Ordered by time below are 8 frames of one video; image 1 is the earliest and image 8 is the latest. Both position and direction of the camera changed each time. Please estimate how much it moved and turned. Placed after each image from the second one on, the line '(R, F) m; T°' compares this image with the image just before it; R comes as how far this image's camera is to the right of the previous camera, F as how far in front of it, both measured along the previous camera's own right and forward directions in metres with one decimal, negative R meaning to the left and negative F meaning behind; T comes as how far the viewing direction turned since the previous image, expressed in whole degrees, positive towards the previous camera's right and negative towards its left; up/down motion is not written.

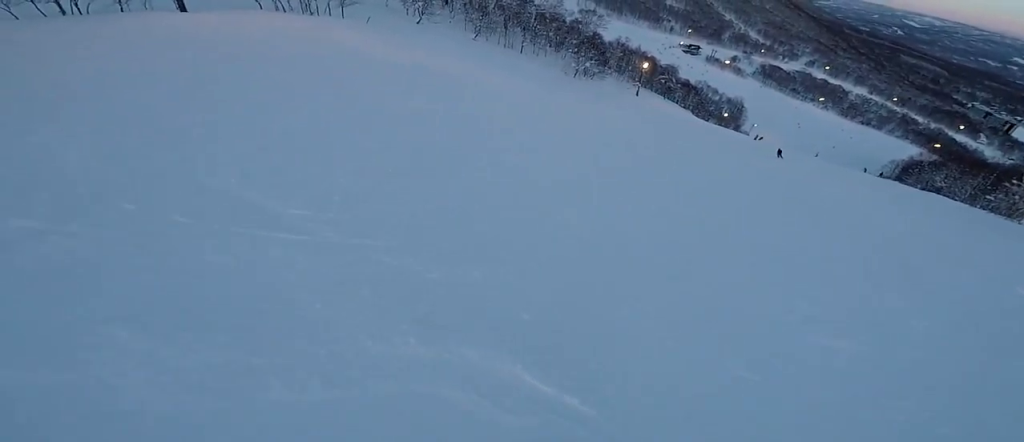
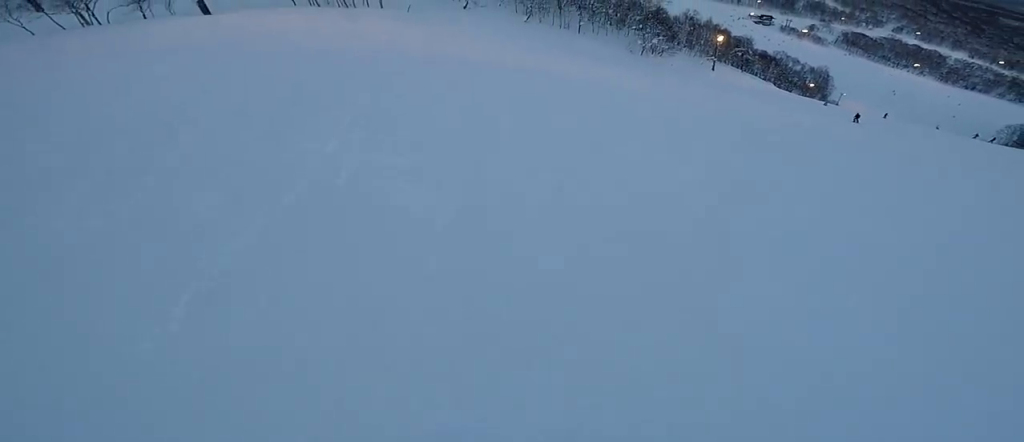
(+0.1, +5.3) m; +12°
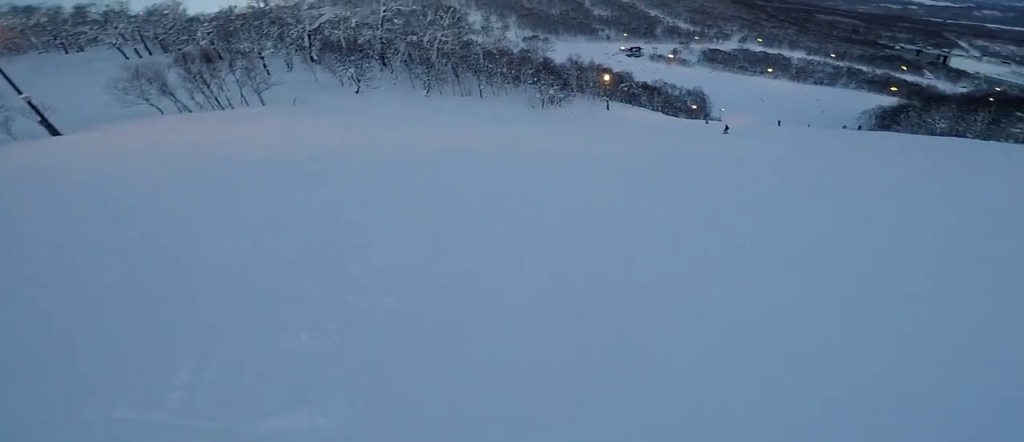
(+0.3, +2.5) m; +10°
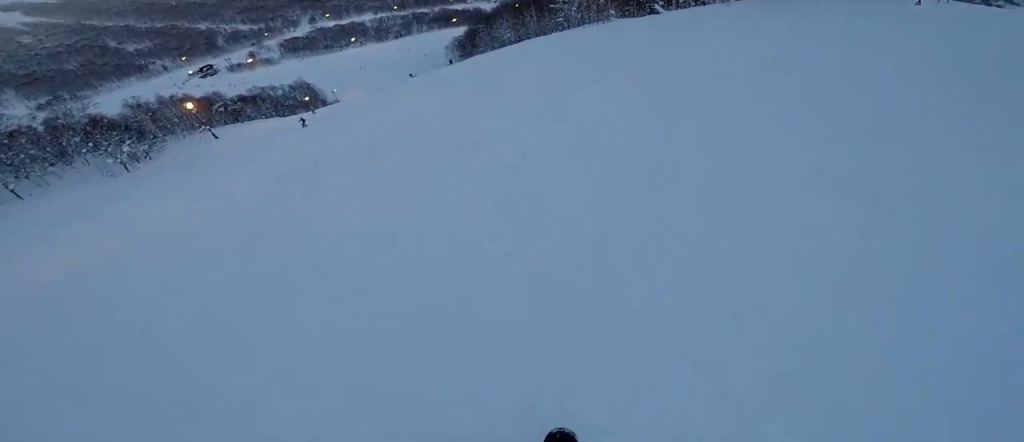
(+0.9, +5.6) m; +31°
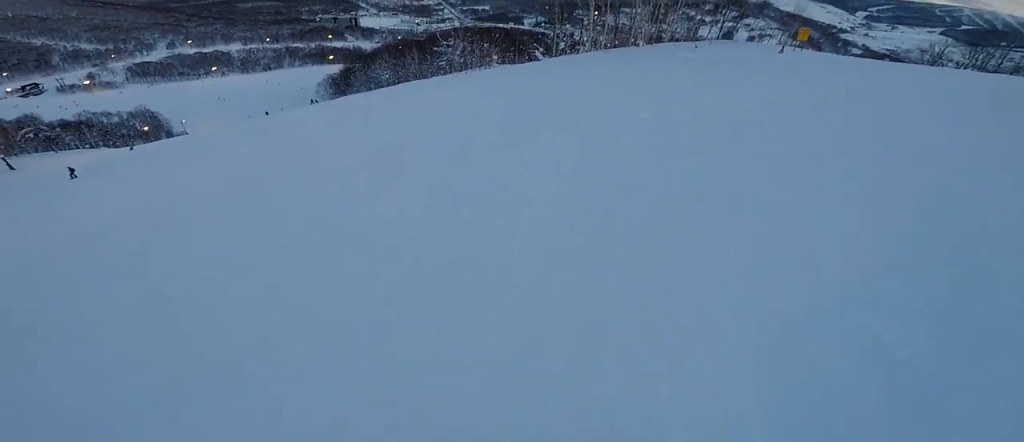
(+2.1, +4.3) m; -1°
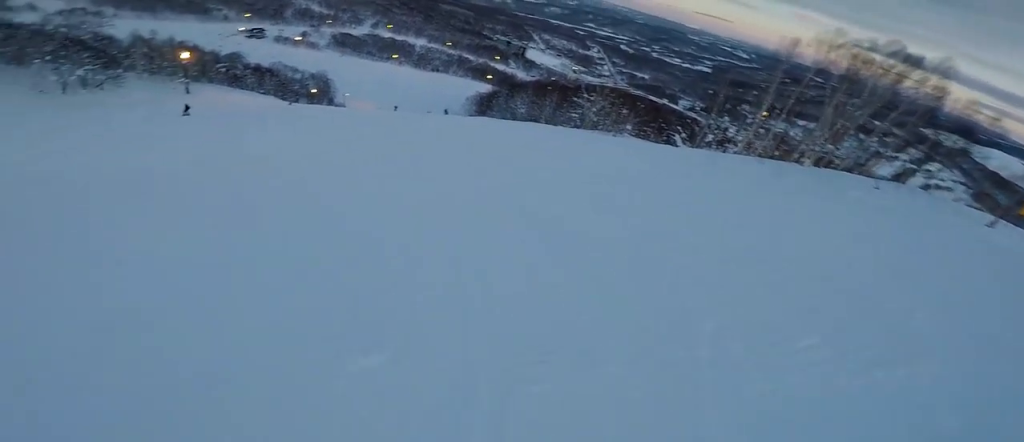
(-1.7, +4.1) m; -29°
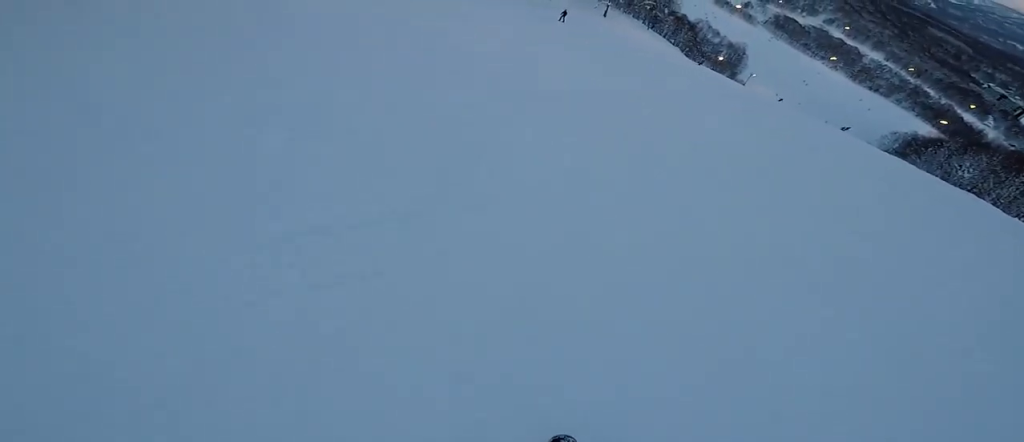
(-1.6, +5.6) m; -28°
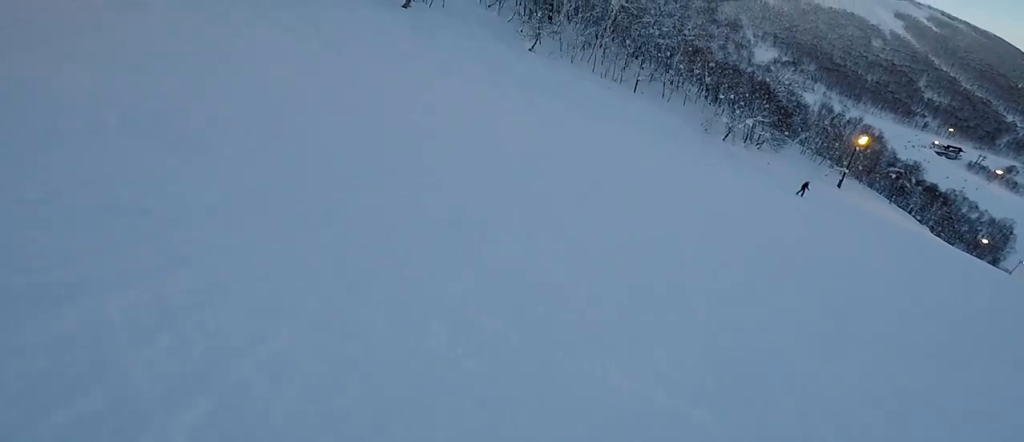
(-4.0, +11.1) m; -30°
